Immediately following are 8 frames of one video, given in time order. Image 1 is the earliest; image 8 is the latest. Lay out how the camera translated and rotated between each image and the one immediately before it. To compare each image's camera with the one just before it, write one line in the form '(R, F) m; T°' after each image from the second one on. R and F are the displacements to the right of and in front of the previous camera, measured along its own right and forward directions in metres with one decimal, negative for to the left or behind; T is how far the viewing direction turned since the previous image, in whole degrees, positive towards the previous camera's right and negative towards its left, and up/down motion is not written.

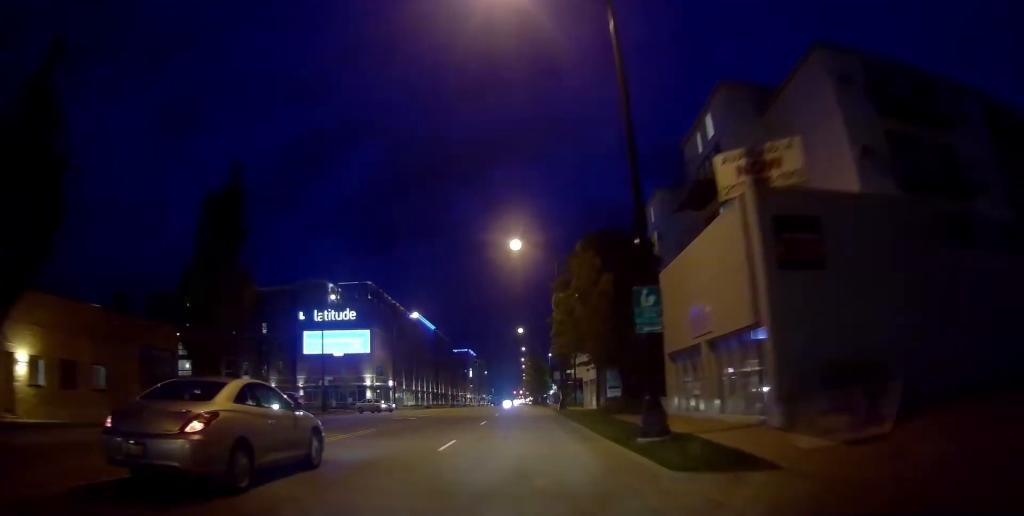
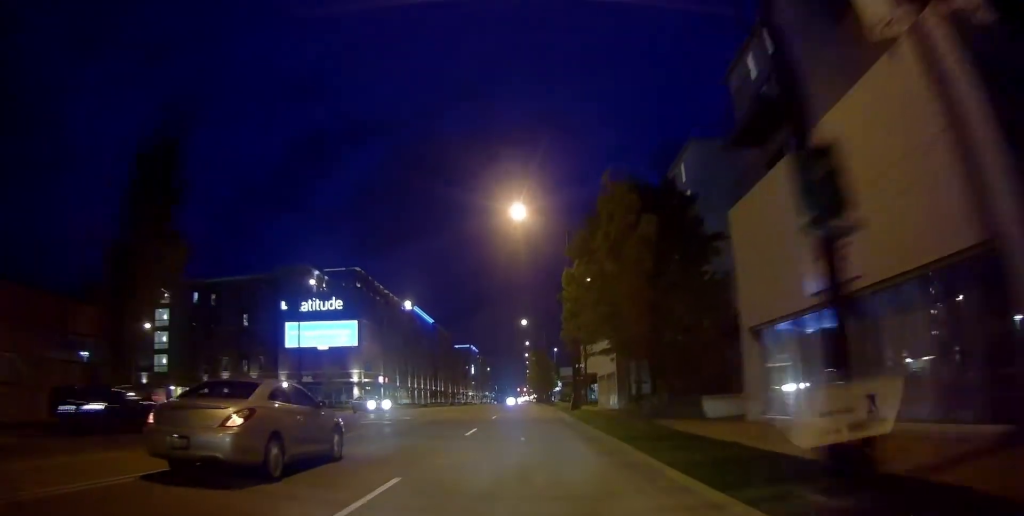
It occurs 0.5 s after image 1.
(-0.2, +7.5) m; -1°
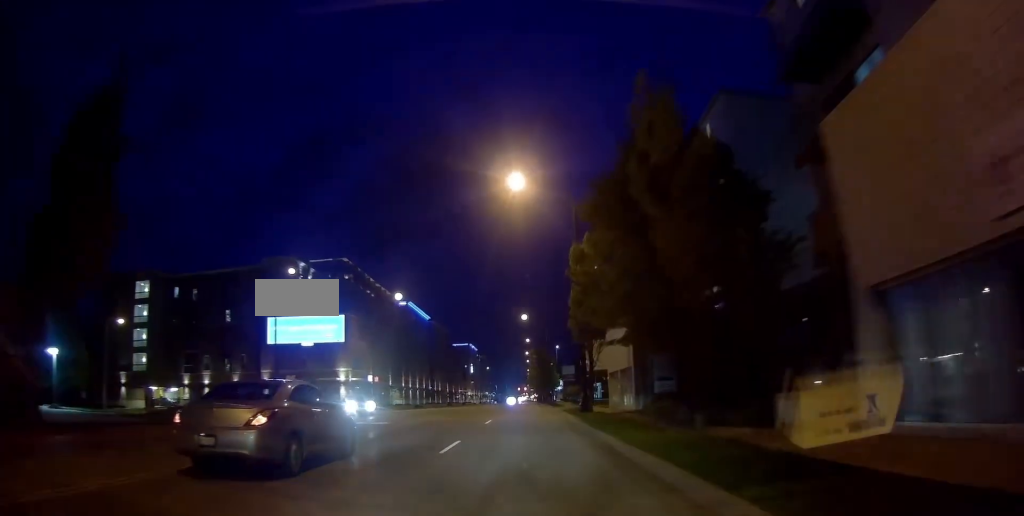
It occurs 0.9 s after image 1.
(0.0, +5.8) m; +1°
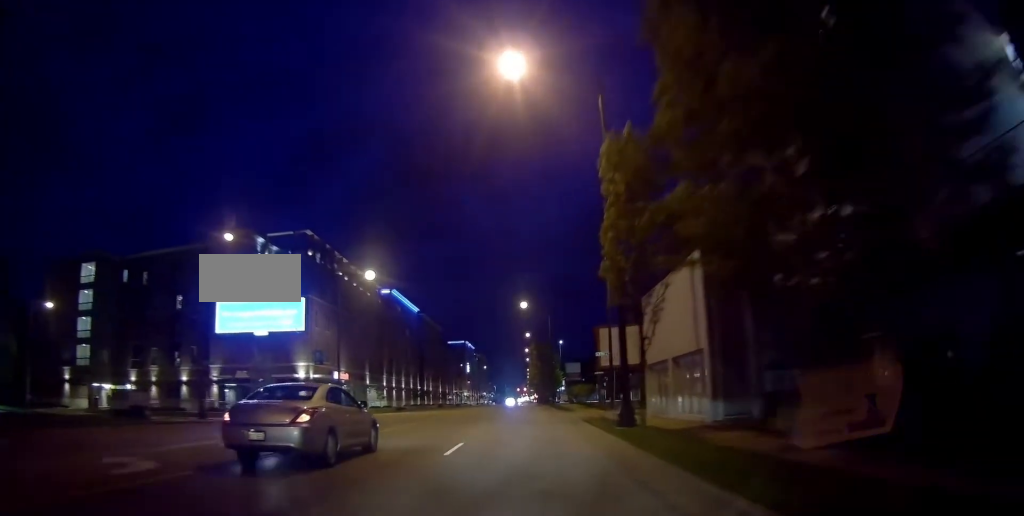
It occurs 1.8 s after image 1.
(+0.1, +12.2) m; +2°
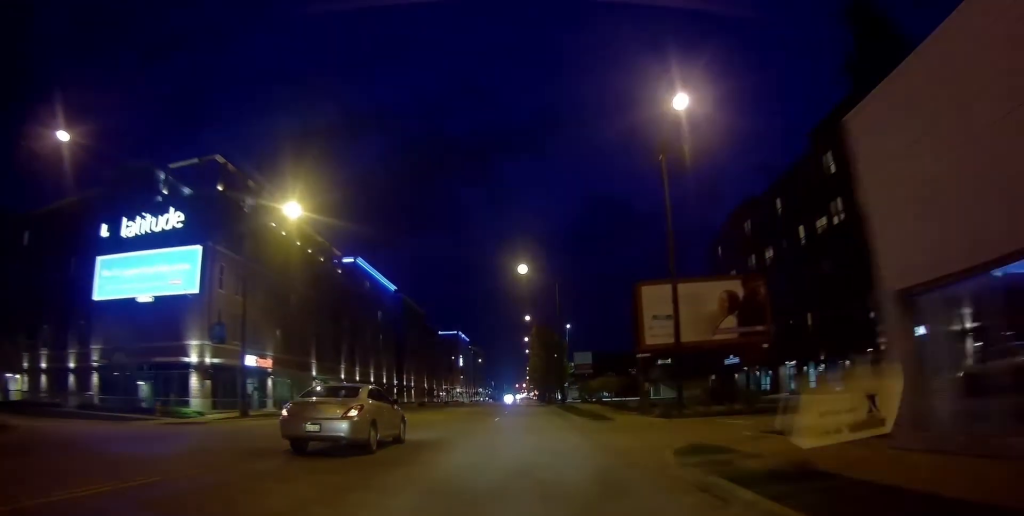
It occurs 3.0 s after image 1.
(+0.5, +18.4) m; +4°
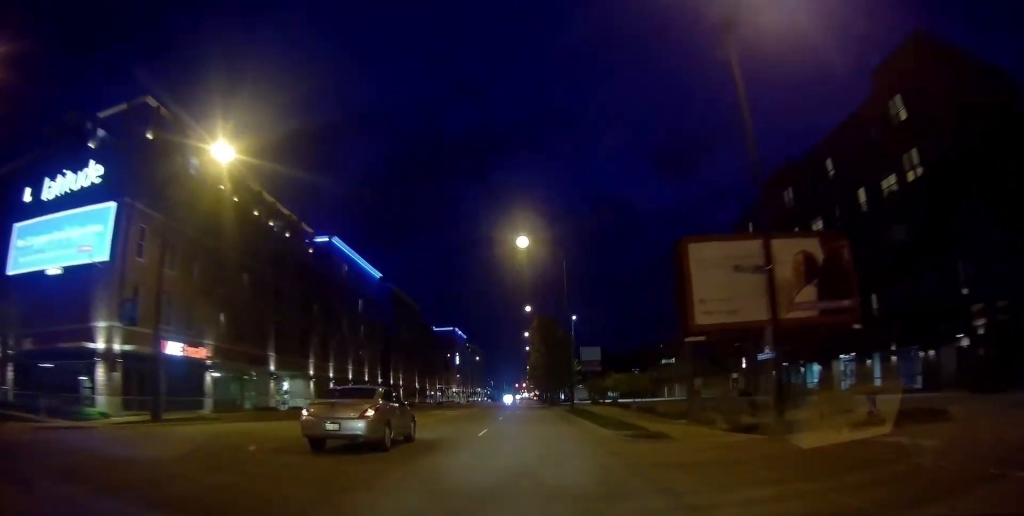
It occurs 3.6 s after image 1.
(-0.1, +9.7) m; +2°
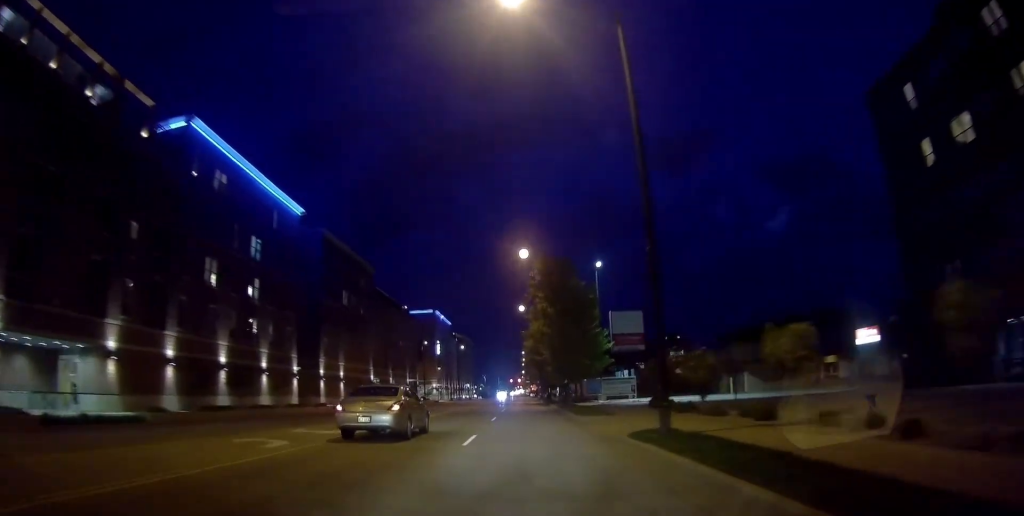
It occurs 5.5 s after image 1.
(+0.9, +28.8) m; -2°
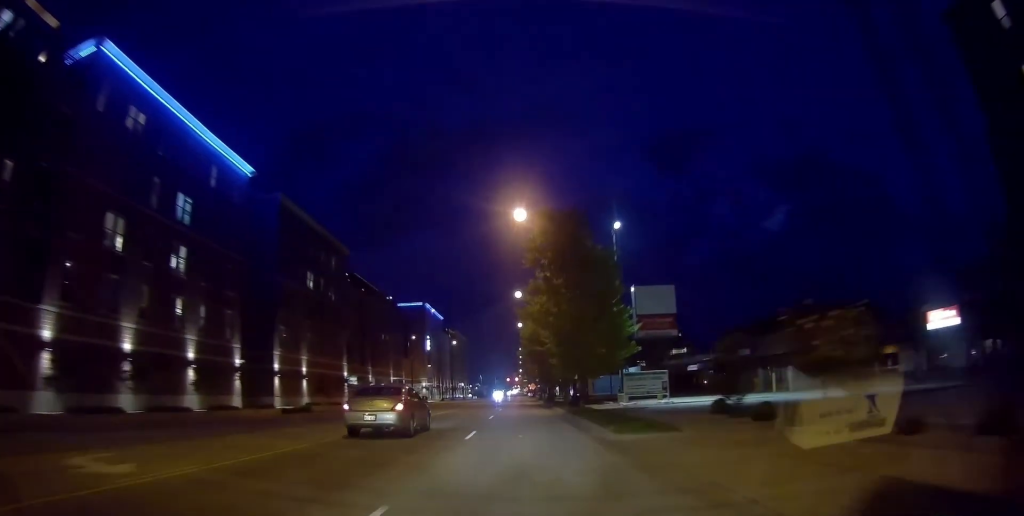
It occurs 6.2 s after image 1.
(-0.4, +10.7) m; -2°
